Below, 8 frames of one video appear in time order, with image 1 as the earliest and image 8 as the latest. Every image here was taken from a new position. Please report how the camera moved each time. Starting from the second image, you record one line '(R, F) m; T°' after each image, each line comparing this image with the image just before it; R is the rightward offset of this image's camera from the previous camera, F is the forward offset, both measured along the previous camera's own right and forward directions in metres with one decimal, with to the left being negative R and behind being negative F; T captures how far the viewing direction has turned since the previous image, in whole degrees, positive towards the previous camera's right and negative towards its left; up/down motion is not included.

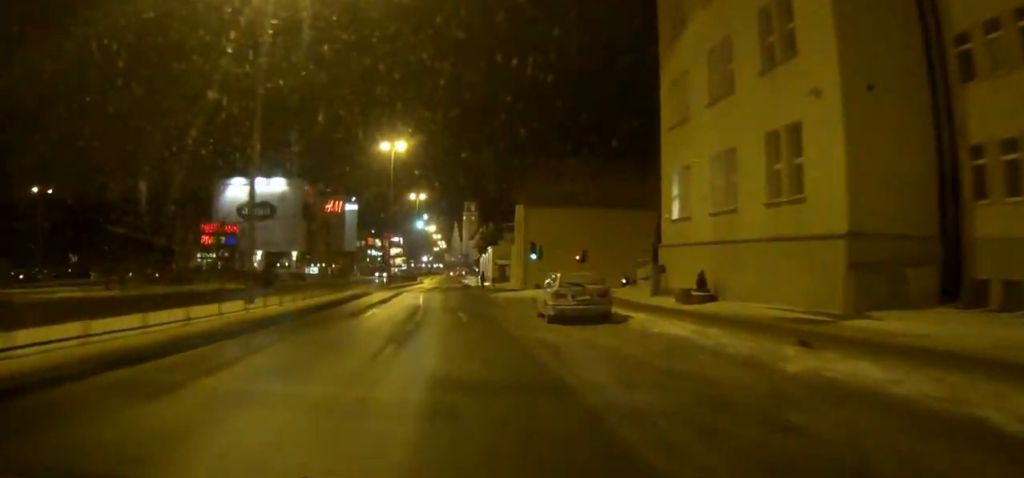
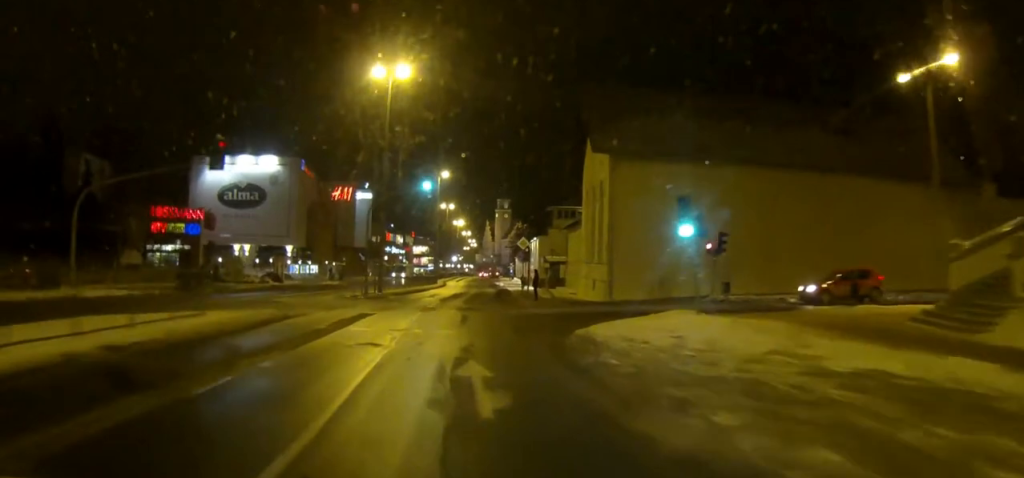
(-0.4, +28.8) m; -1°
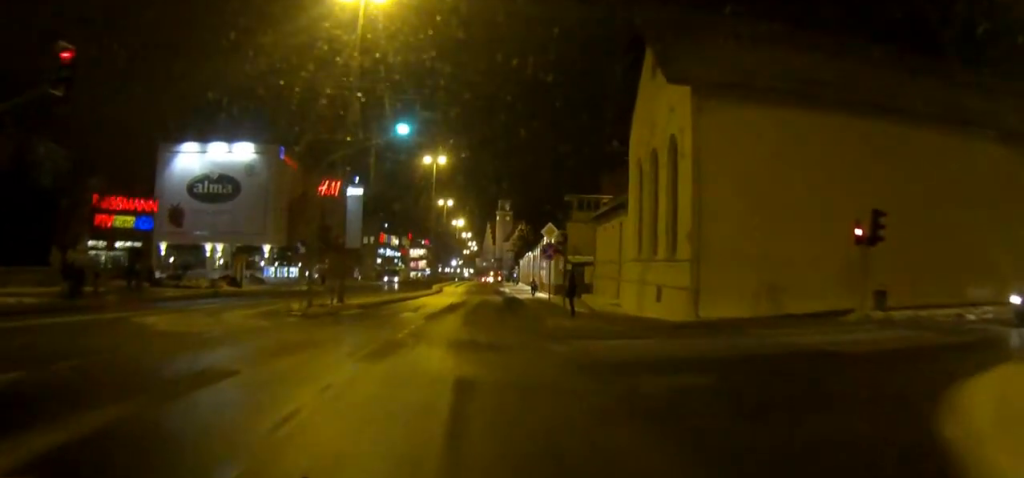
(0.0, +14.6) m; 0°
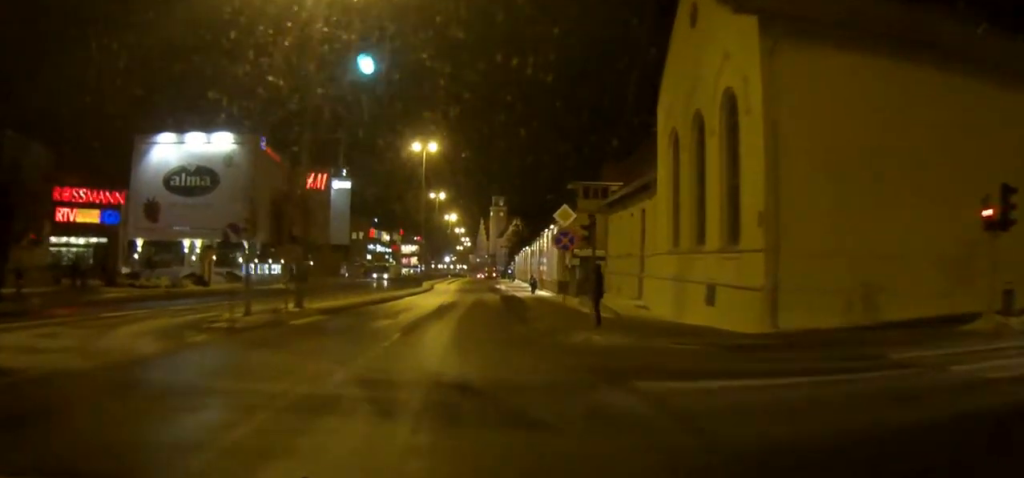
(0.0, +7.3) m; 0°
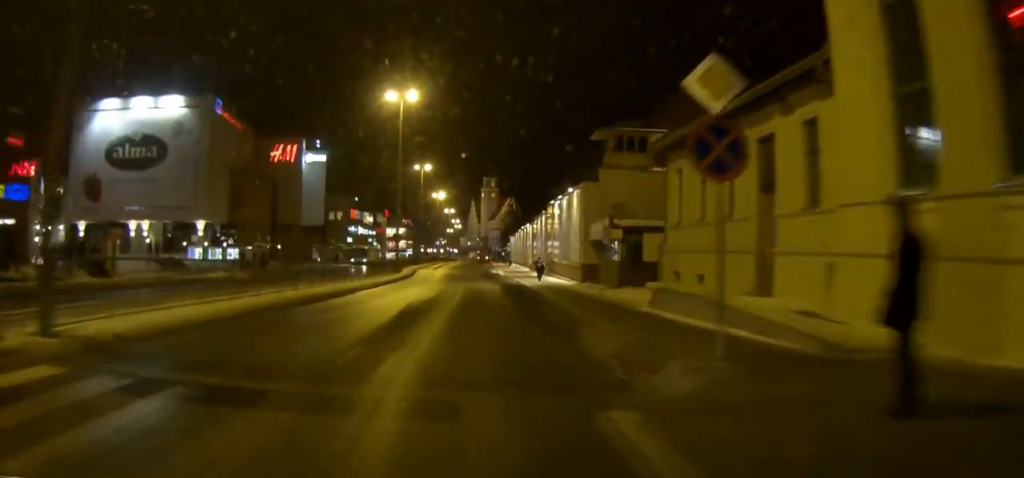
(+0.1, +15.7) m; +1°
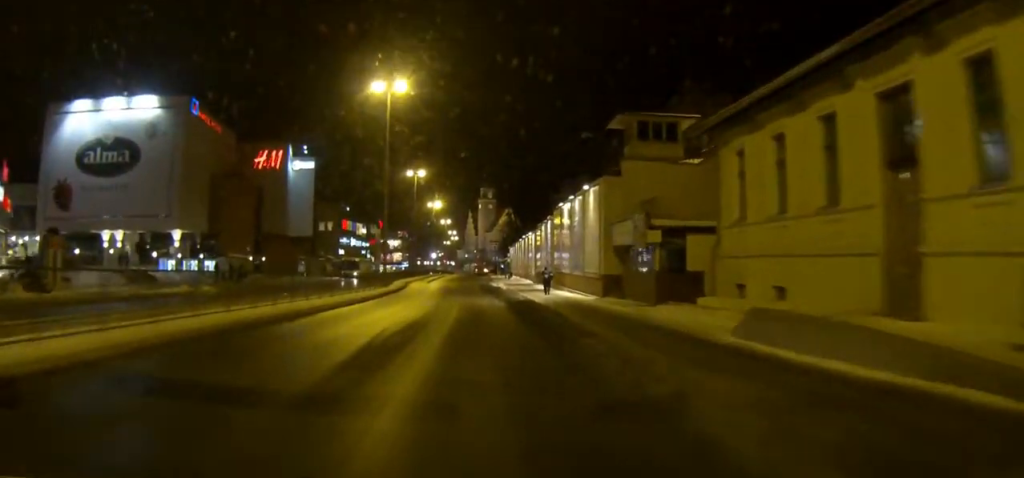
(0.0, +7.0) m; 0°
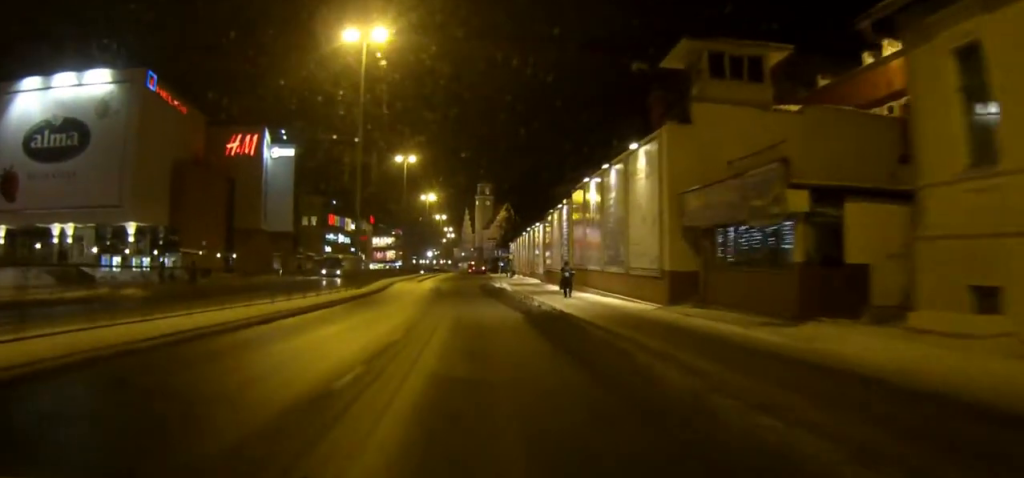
(+0.1, +12.1) m; 0°
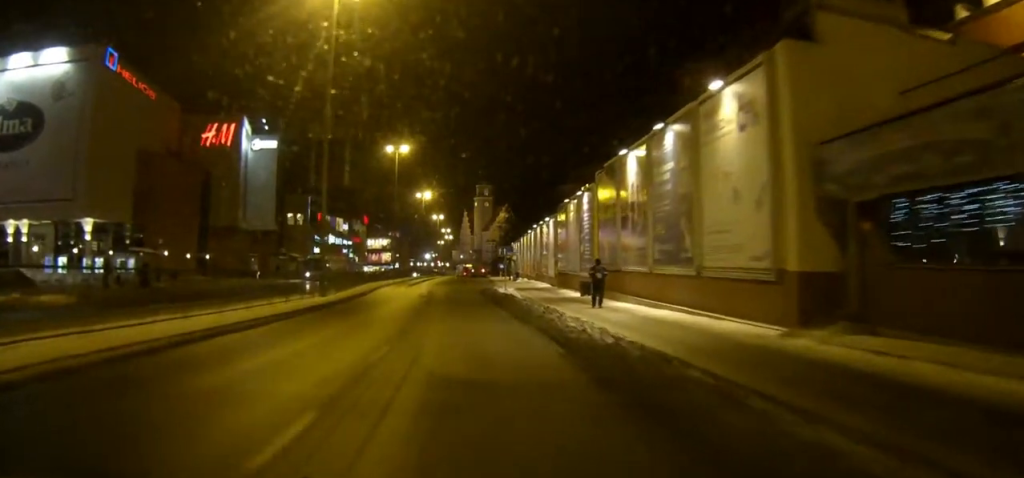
(0.0, +9.1) m; 0°
